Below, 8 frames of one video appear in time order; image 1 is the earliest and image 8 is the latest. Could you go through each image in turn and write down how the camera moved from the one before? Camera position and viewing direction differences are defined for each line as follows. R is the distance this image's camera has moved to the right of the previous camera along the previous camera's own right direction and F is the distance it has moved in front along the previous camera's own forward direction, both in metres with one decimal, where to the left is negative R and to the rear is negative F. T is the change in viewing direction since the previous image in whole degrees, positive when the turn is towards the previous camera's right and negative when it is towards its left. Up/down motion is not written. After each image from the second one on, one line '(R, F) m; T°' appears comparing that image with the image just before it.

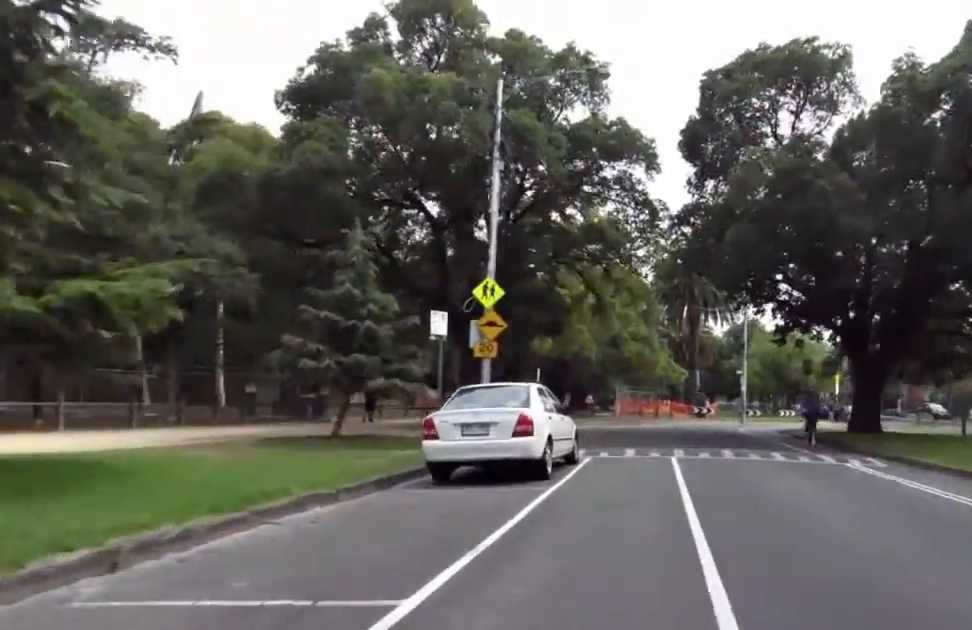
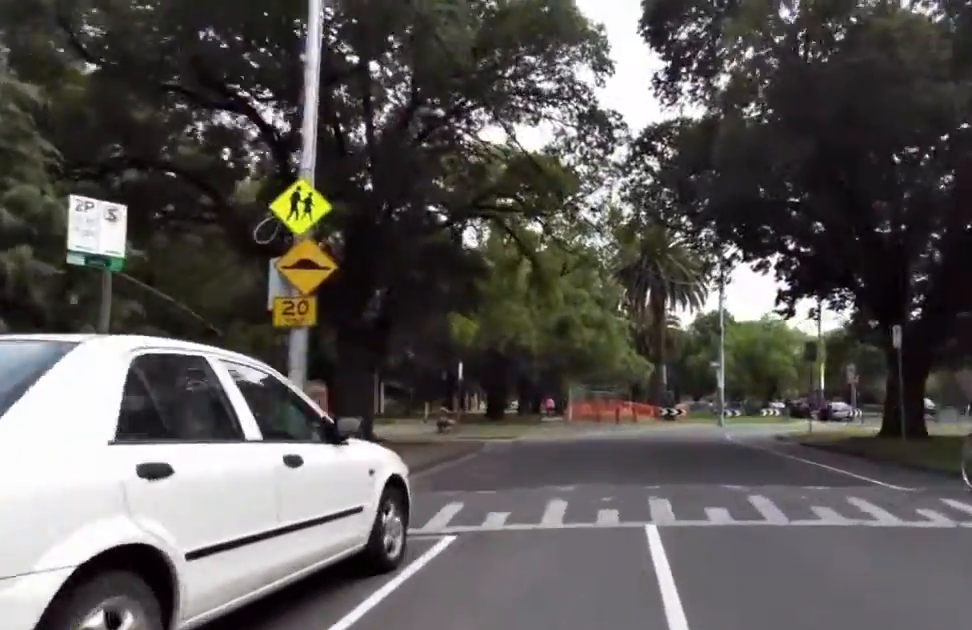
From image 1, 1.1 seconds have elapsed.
(-0.3, +8.4) m; -6°
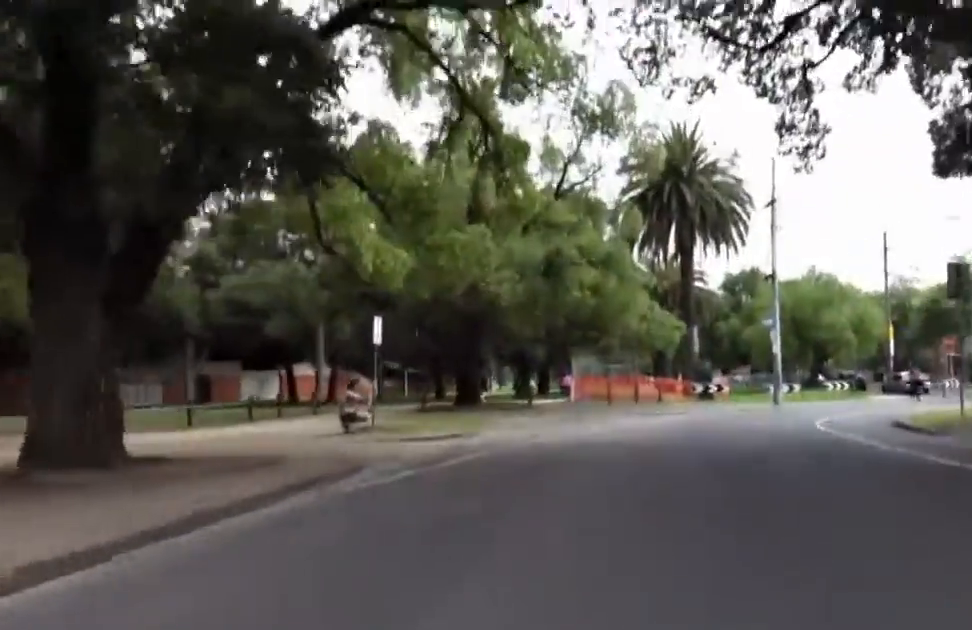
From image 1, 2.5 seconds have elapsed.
(-0.3, +11.1) m; +6°
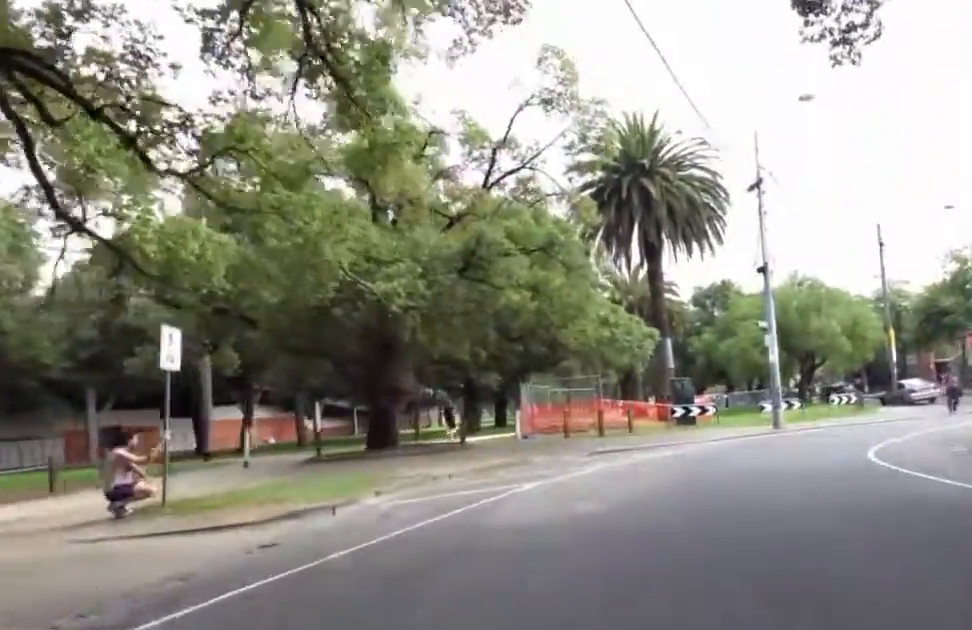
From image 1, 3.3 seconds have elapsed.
(+1.0, +6.2) m; 0°
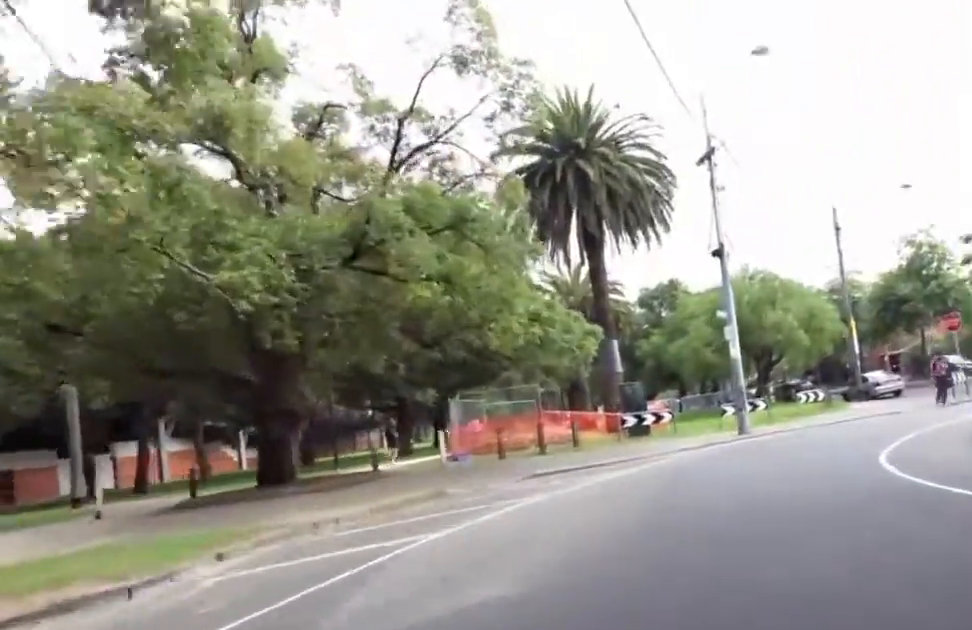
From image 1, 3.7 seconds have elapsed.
(-0.2, +3.1) m; +3°
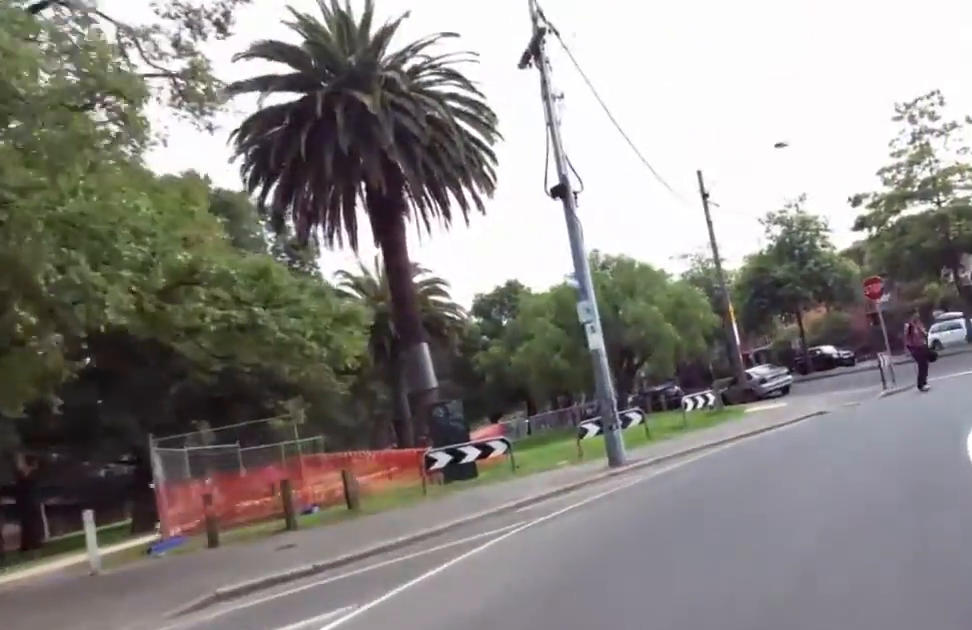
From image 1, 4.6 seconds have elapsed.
(-0.3, +7.3) m; +12°
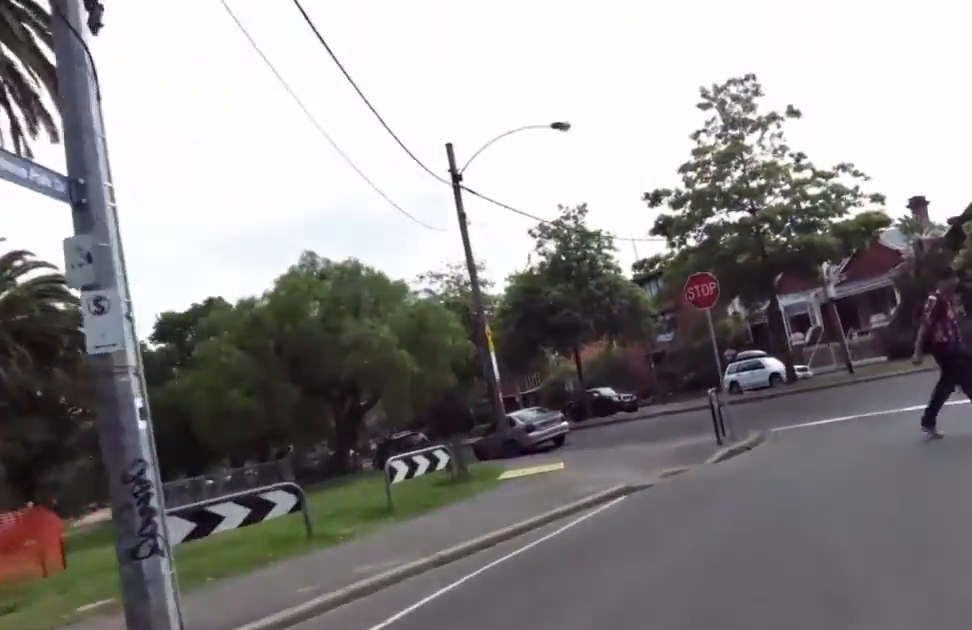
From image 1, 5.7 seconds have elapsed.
(+2.0, +7.7) m; +17°
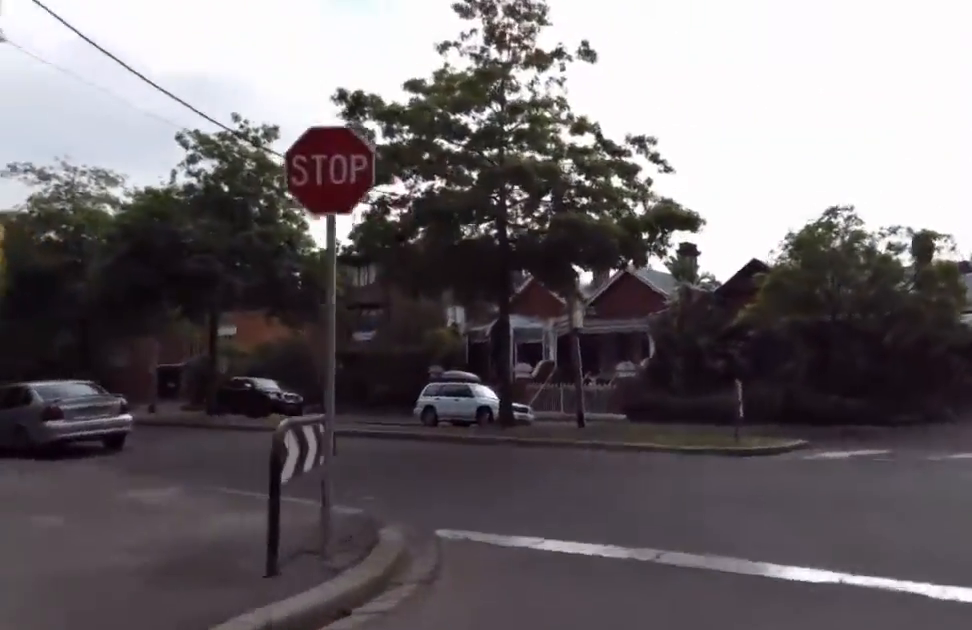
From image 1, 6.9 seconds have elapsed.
(+0.6, +8.1) m; +10°
